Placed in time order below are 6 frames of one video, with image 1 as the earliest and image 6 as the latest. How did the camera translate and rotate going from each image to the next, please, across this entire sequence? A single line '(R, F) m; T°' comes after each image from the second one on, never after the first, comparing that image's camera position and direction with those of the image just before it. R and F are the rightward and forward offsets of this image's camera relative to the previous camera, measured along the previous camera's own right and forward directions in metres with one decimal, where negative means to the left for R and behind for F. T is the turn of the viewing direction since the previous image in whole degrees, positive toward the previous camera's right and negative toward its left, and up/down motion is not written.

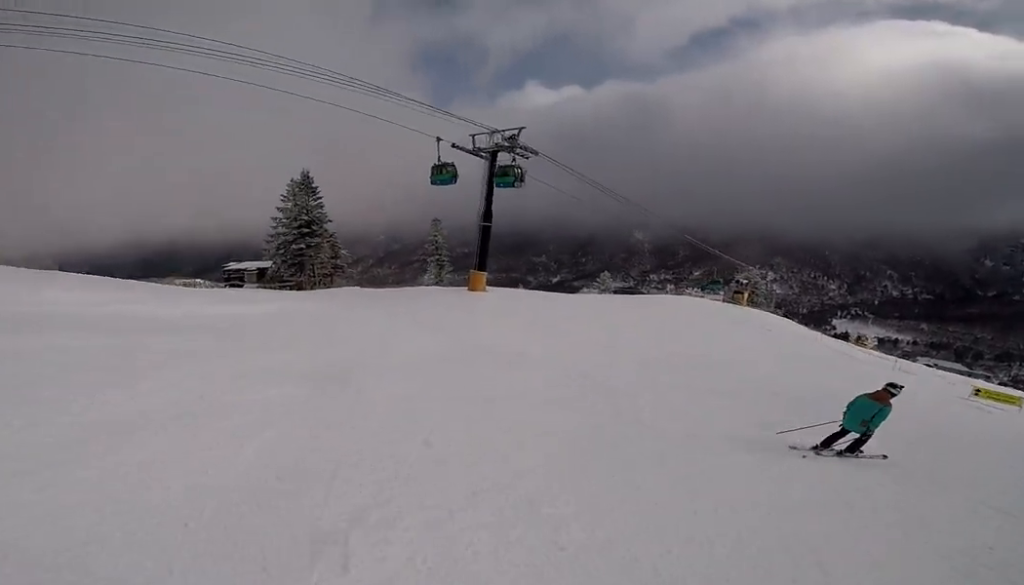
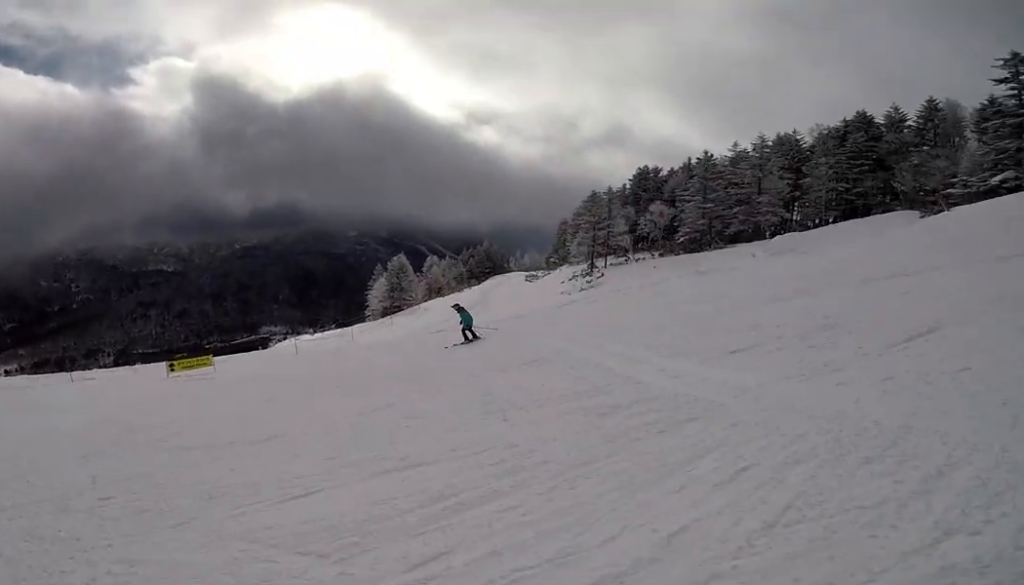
(+6.5, +11.3) m; +77°
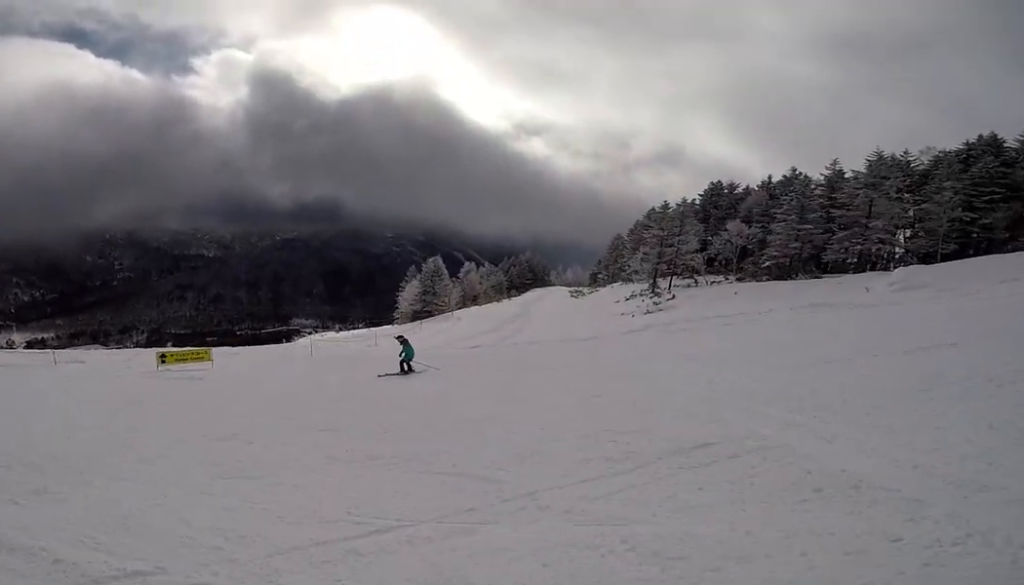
(+0.8, +4.0) m; -4°
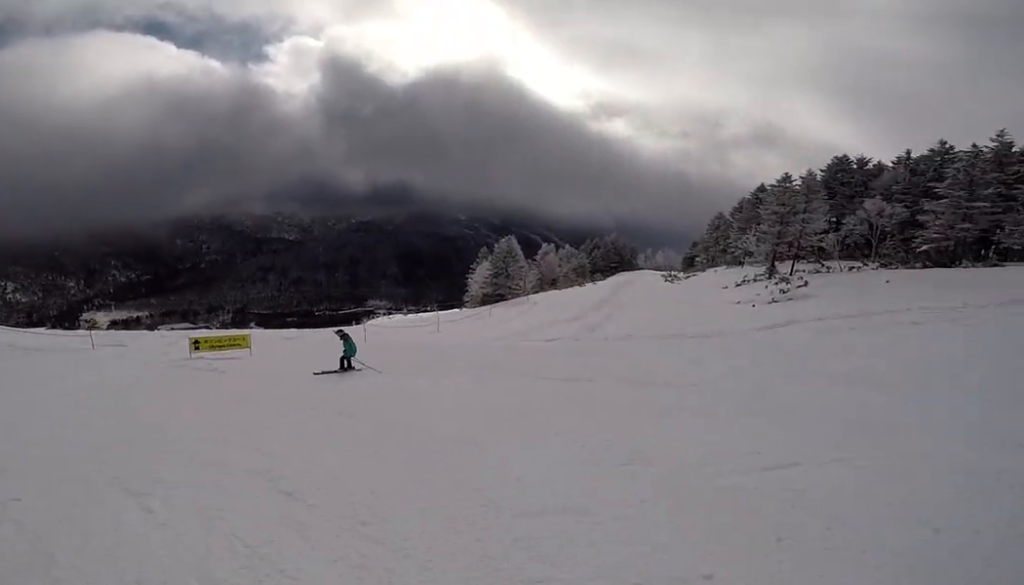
(-0.6, +3.4) m; -13°
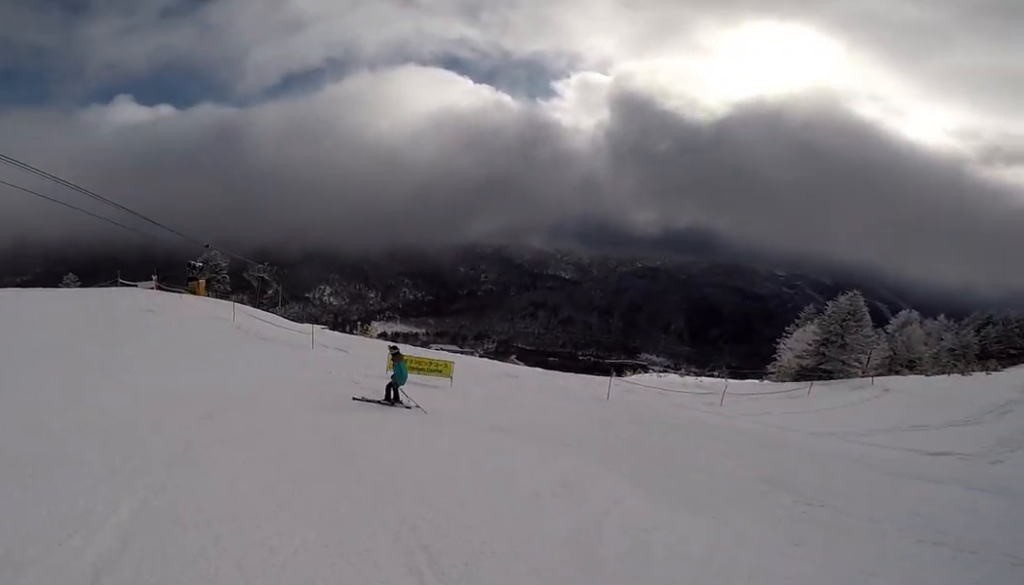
(-0.8, +4.4) m; -16°
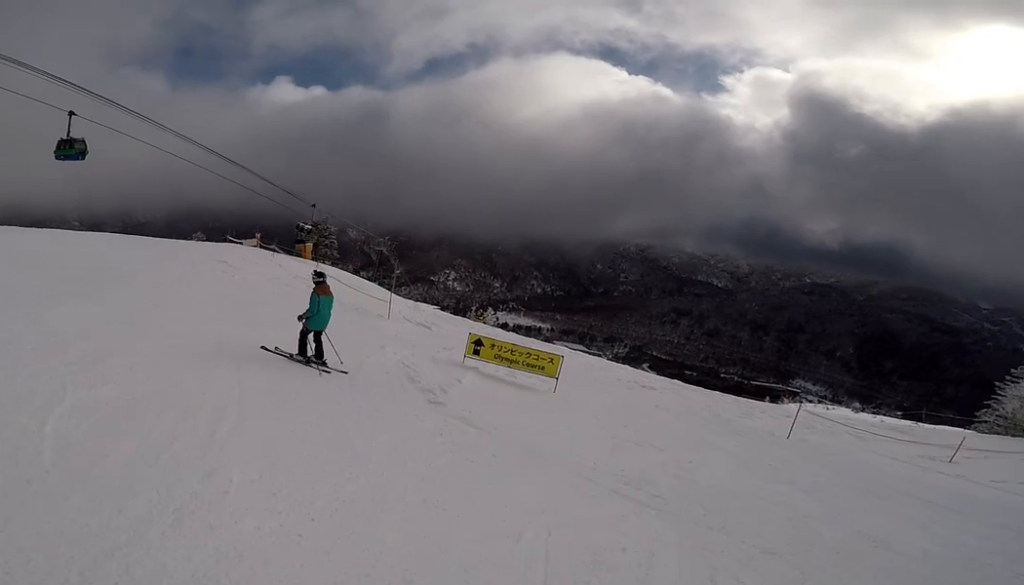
(-0.3, +3.9) m; -13°
